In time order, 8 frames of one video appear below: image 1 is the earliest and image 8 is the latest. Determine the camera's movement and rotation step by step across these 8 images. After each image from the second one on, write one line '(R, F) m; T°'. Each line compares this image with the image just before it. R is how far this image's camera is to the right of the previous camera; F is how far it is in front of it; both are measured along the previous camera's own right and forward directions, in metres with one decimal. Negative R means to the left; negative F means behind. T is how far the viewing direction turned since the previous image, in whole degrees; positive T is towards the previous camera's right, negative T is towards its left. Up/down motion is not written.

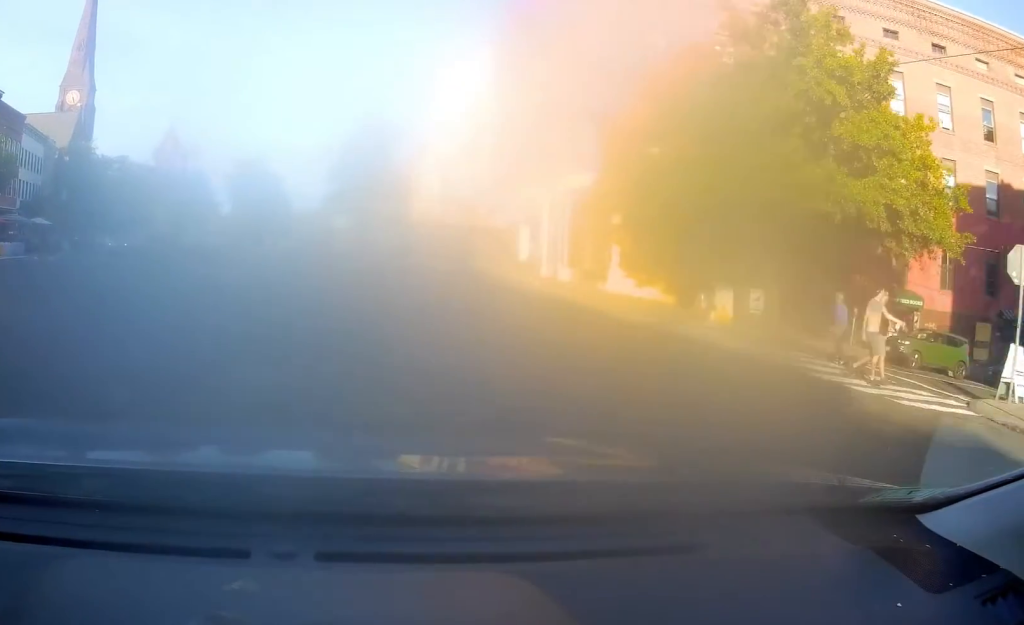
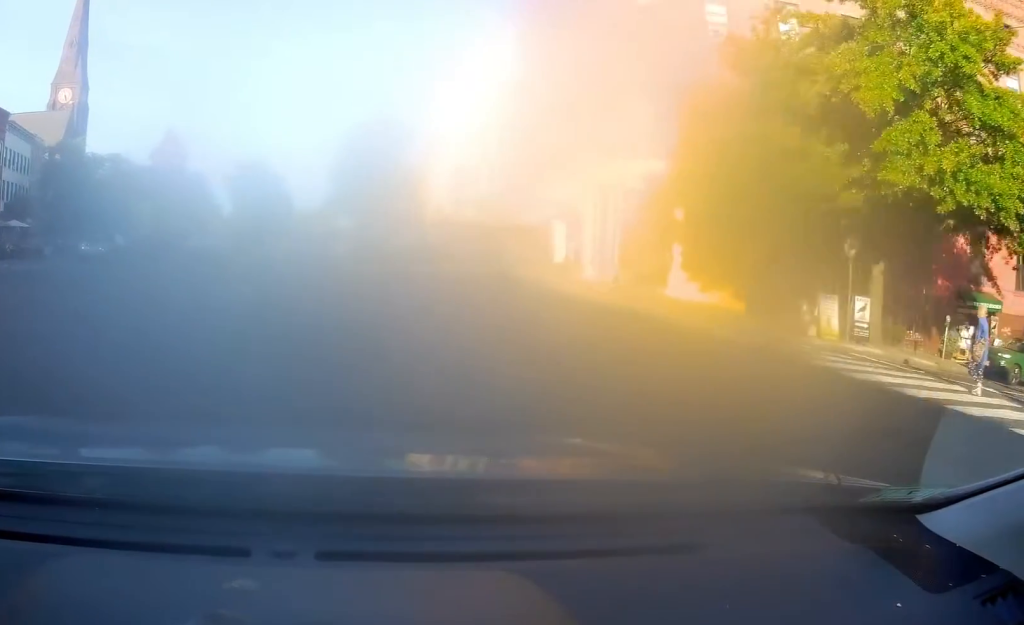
(-0.1, +4.0) m; -2°
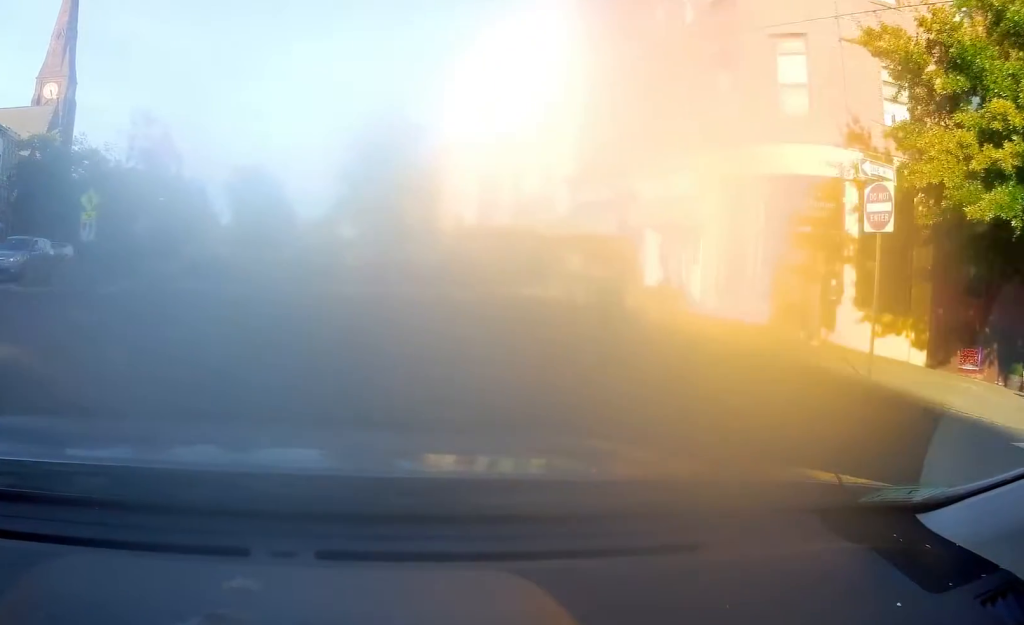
(-0.1, +7.4) m; +1°
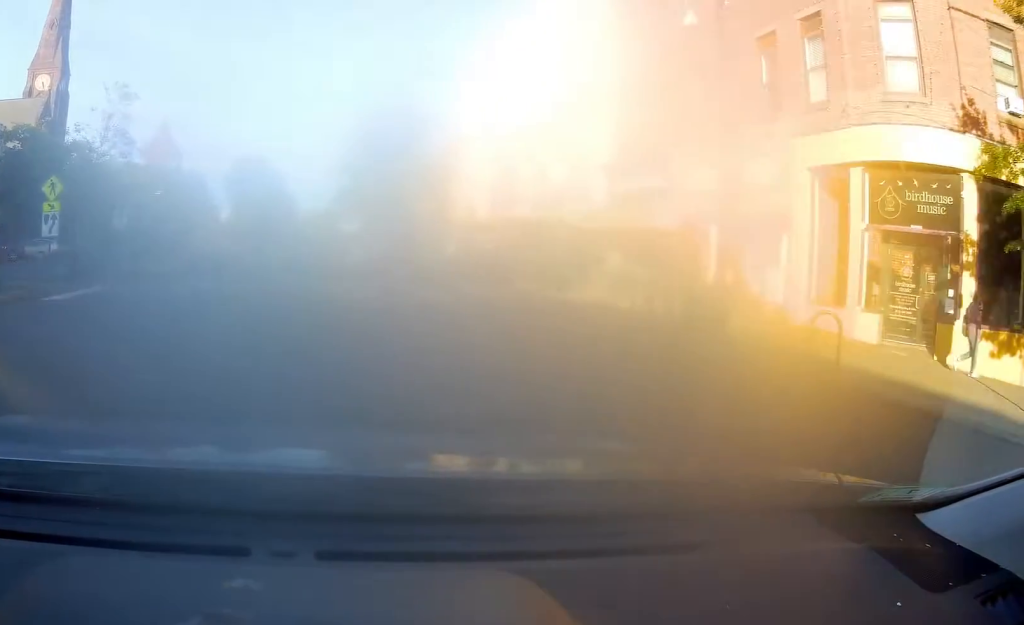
(+0.1, +3.7) m; +1°
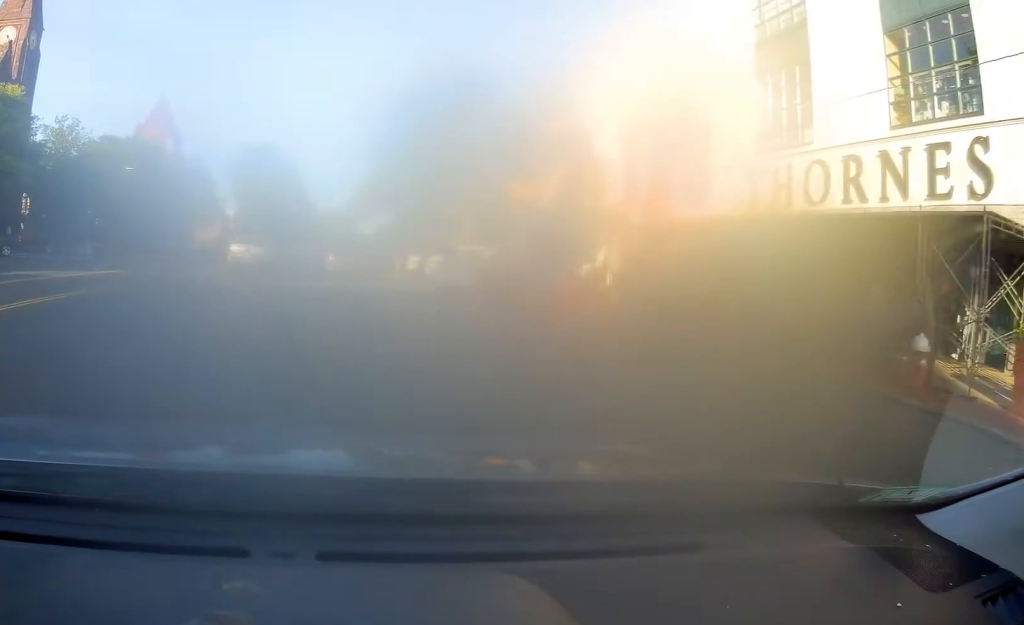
(+0.2, +20.4) m; +1°
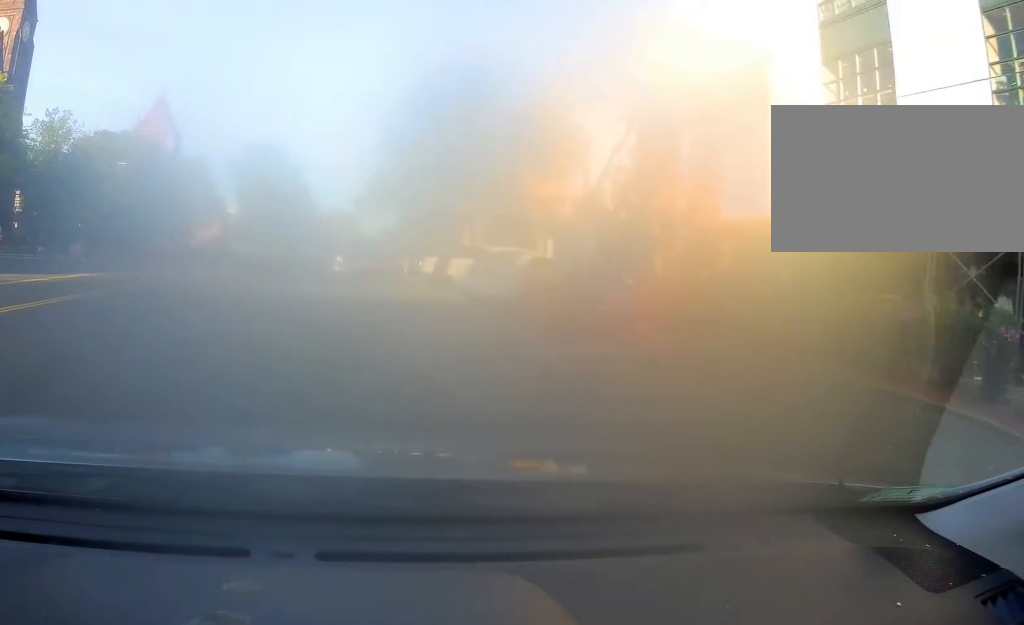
(0.0, +3.7) m; 0°
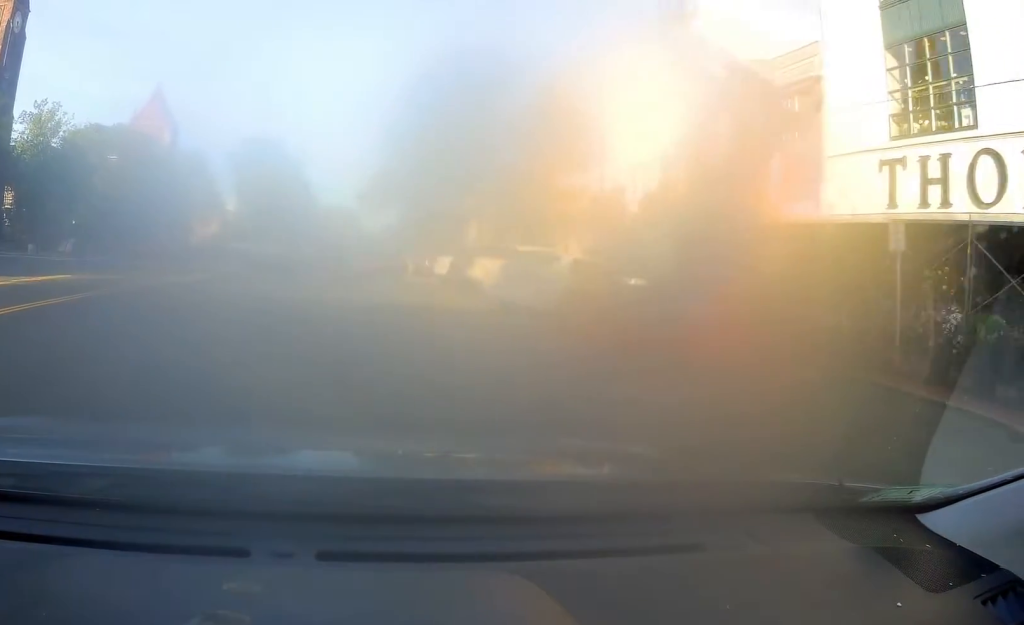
(0.0, +3.1) m; 0°
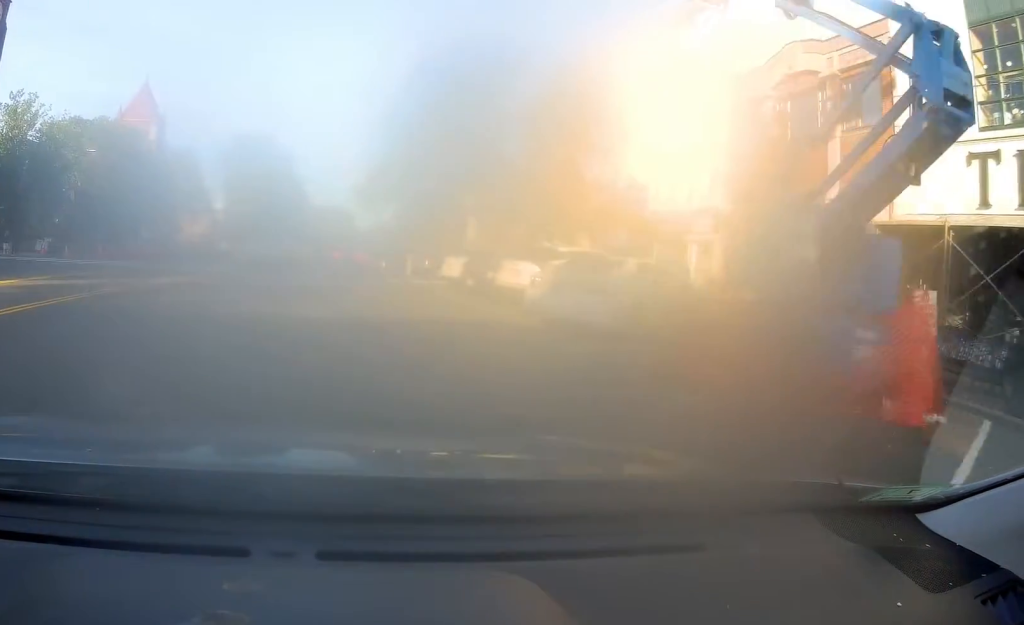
(0.0, +4.0) m; 0°
